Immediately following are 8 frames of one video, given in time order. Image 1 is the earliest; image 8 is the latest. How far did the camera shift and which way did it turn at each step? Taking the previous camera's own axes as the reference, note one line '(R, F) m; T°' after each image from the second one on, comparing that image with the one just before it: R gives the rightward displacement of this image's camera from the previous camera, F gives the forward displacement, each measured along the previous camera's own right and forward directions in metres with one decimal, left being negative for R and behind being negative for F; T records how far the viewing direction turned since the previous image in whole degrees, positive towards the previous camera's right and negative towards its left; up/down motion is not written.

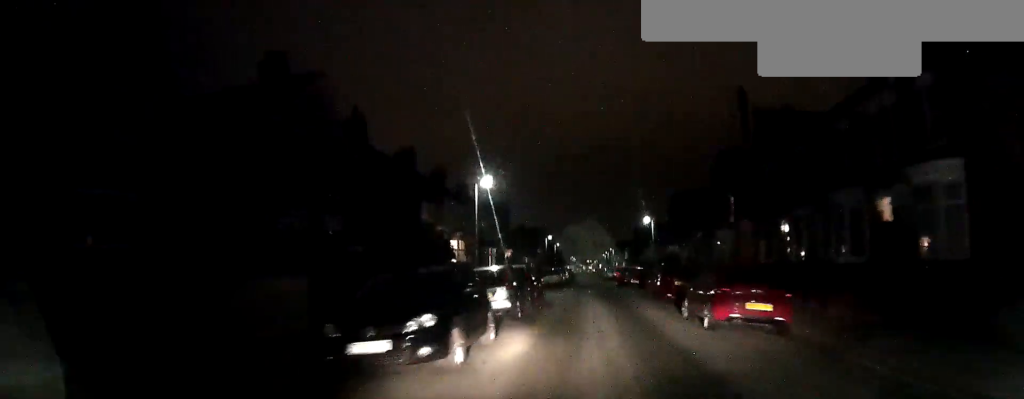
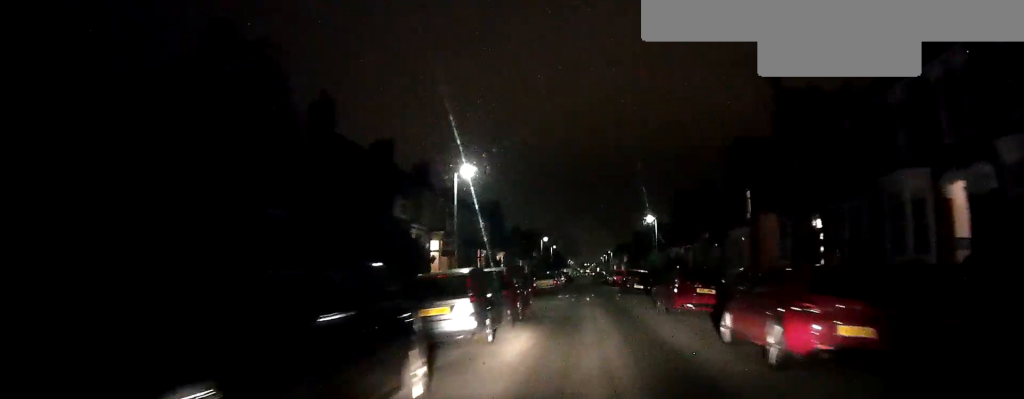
(0.0, +3.4) m; 0°
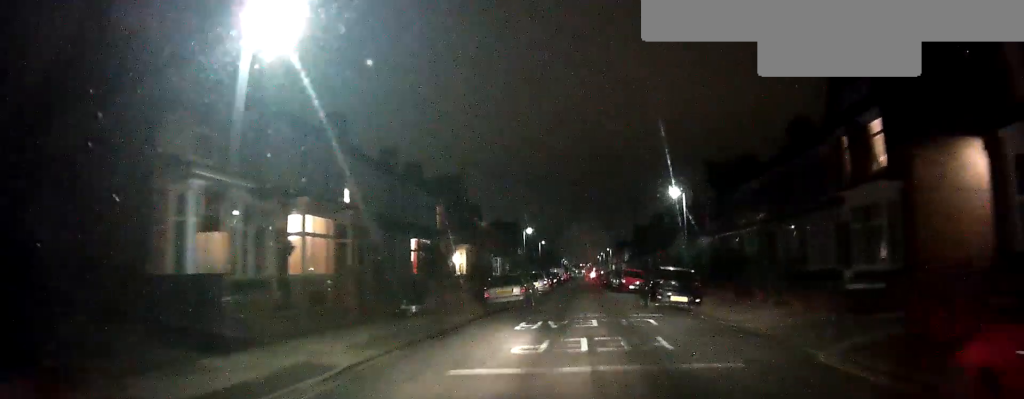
(+0.1, +13.6) m; +1°
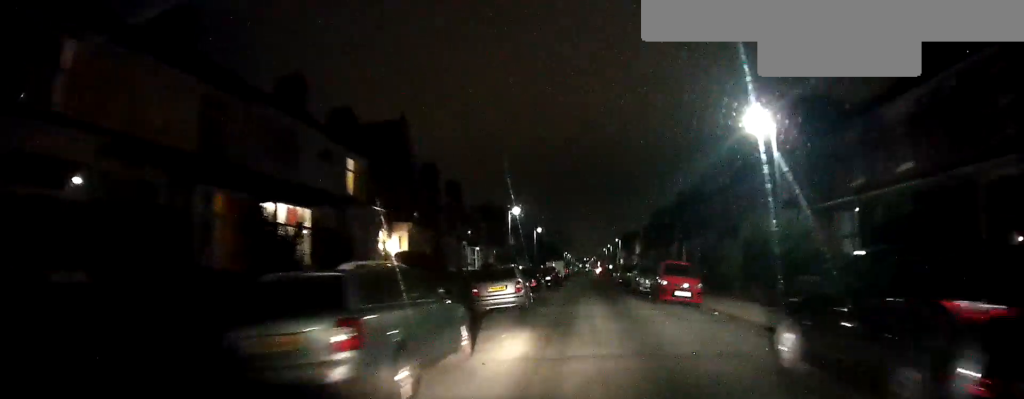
(0.0, +13.8) m; -1°
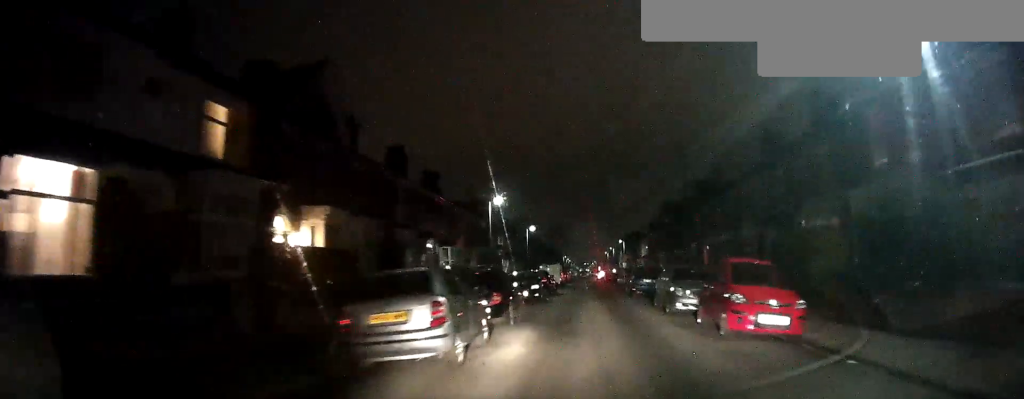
(-0.1, +8.8) m; 0°
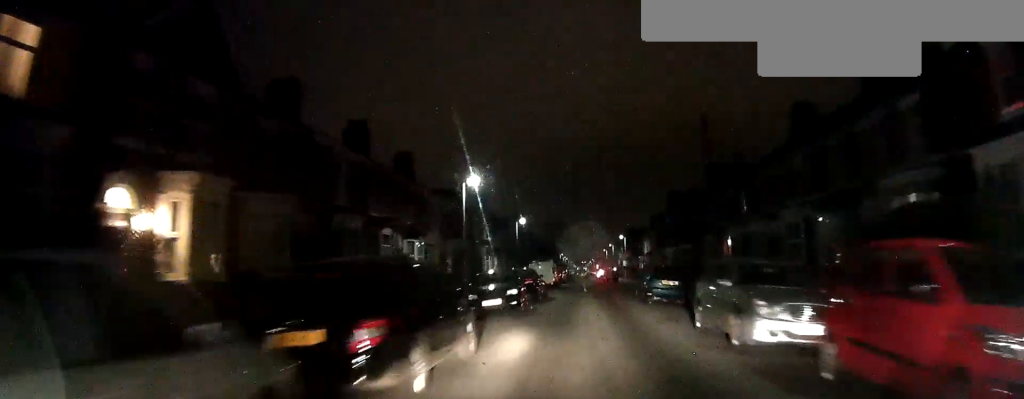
(0.0, +6.9) m; 0°
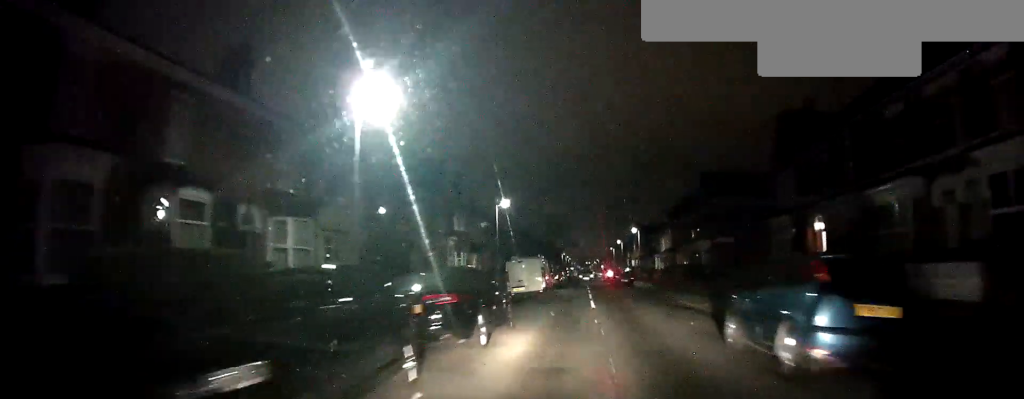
(0.0, +14.0) m; 0°
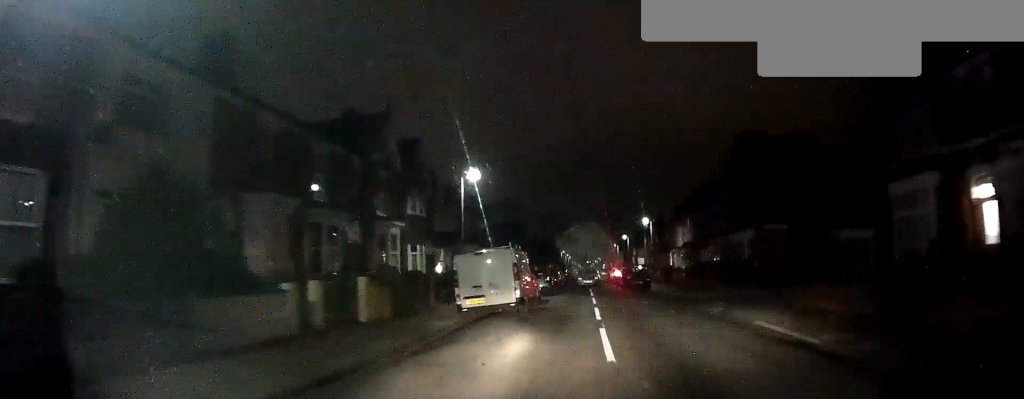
(-0.1, +10.9) m; 0°
